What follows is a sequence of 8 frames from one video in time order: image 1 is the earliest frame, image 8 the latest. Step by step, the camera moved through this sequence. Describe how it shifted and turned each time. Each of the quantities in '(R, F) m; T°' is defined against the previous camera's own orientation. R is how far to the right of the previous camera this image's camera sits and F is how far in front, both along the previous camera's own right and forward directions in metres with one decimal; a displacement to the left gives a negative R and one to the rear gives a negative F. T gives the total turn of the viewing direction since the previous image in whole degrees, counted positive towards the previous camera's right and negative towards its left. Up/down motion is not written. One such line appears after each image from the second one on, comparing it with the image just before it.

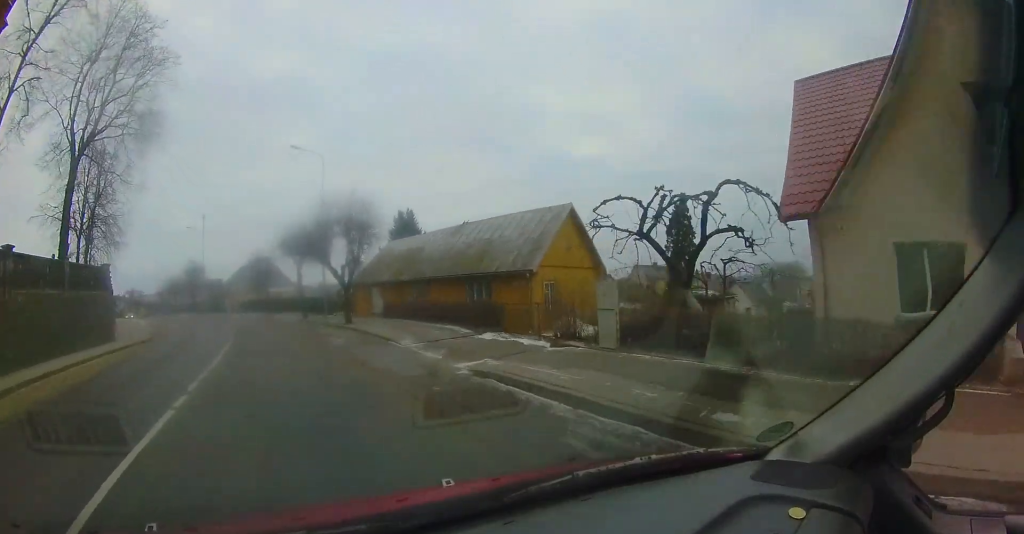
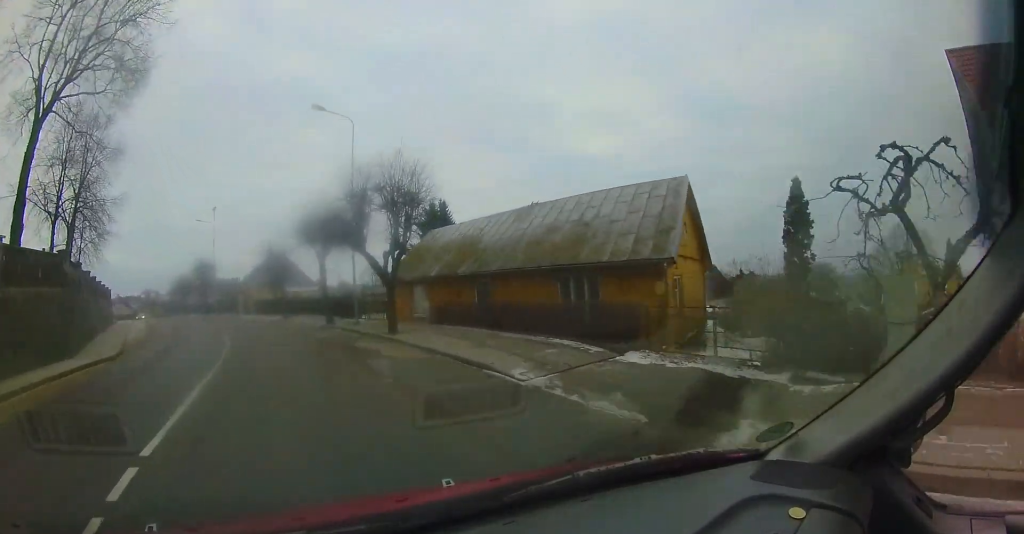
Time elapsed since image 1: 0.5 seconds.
(-0.2, +5.3) m; -3°
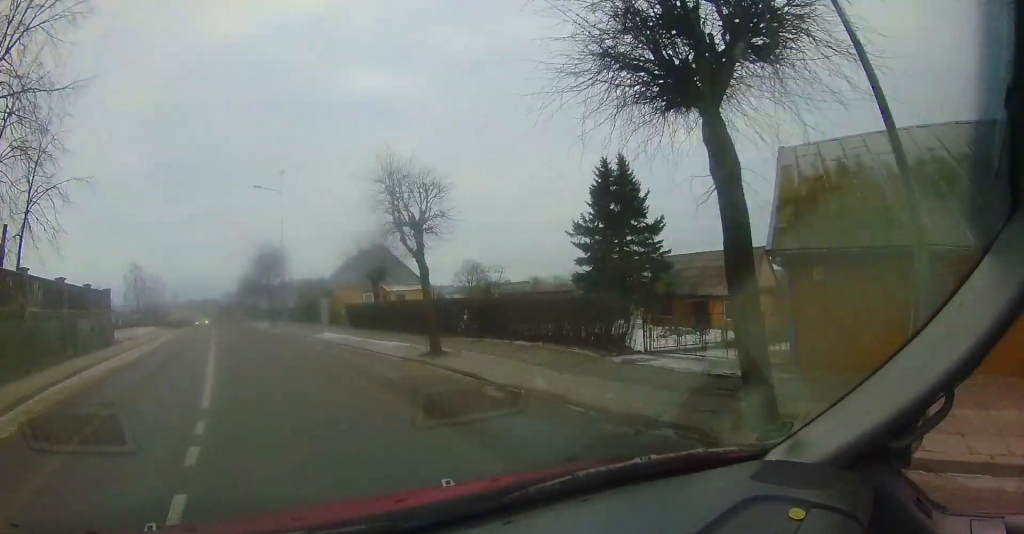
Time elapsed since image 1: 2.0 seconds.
(-1.3, +16.3) m; -13°
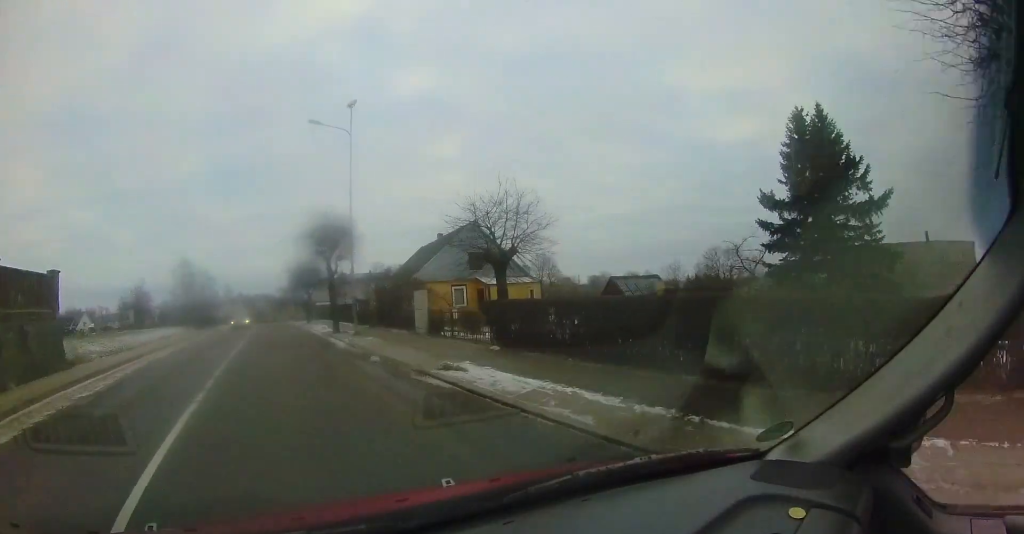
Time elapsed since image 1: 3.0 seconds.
(-1.1, +10.6) m; -7°
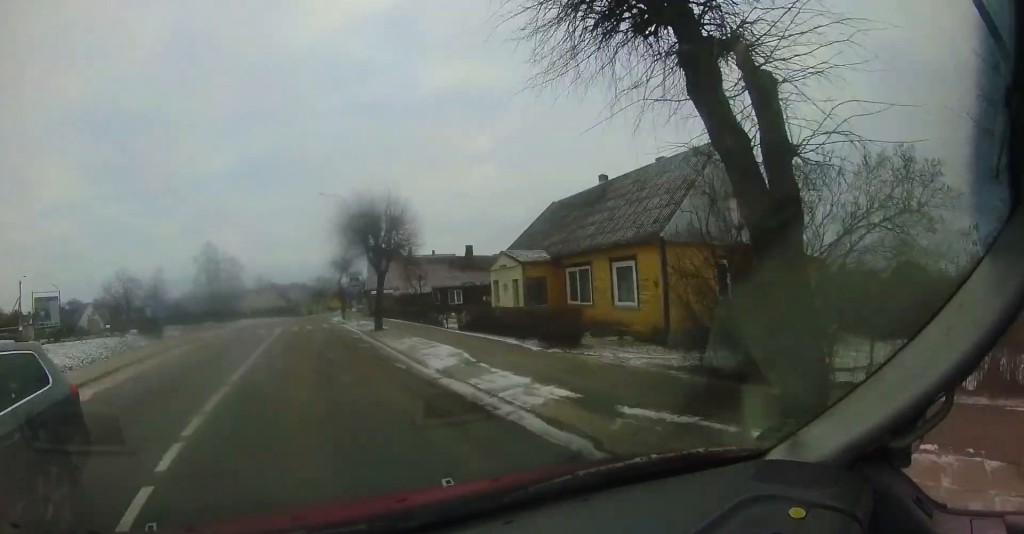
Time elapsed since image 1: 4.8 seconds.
(-0.7, +18.0) m; -2°
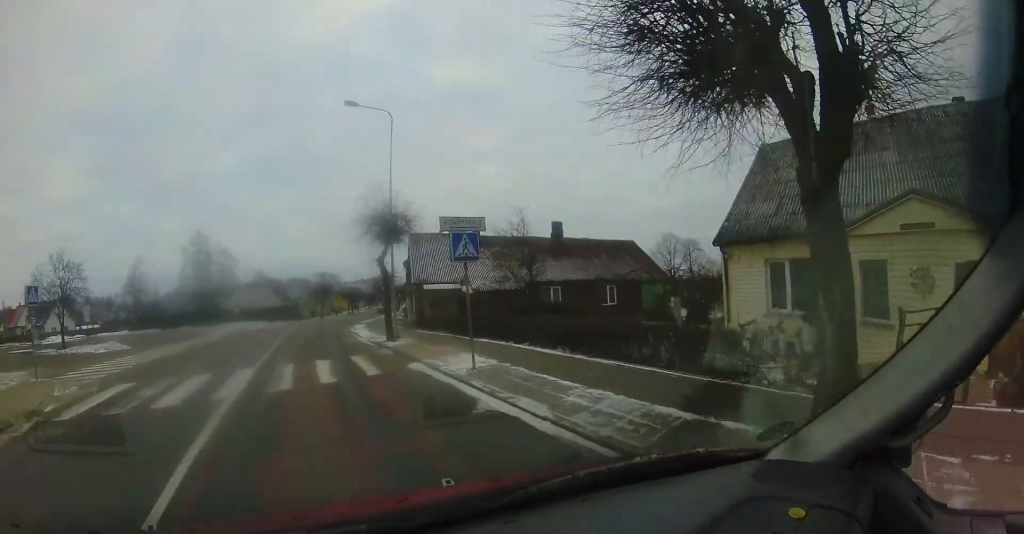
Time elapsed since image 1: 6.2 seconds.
(+0.4, +14.3) m; +2°
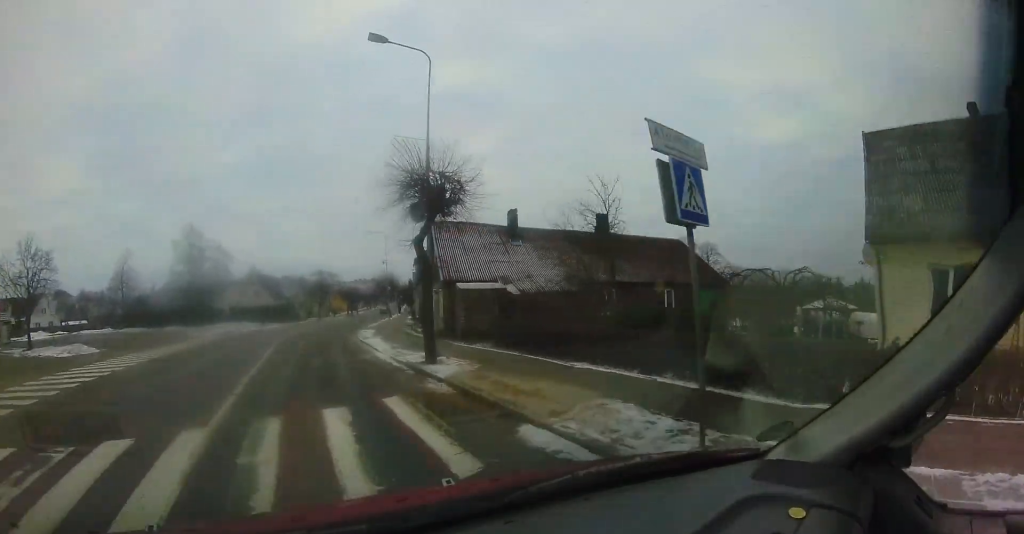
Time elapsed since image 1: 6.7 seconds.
(-0.1, +4.7) m; 0°
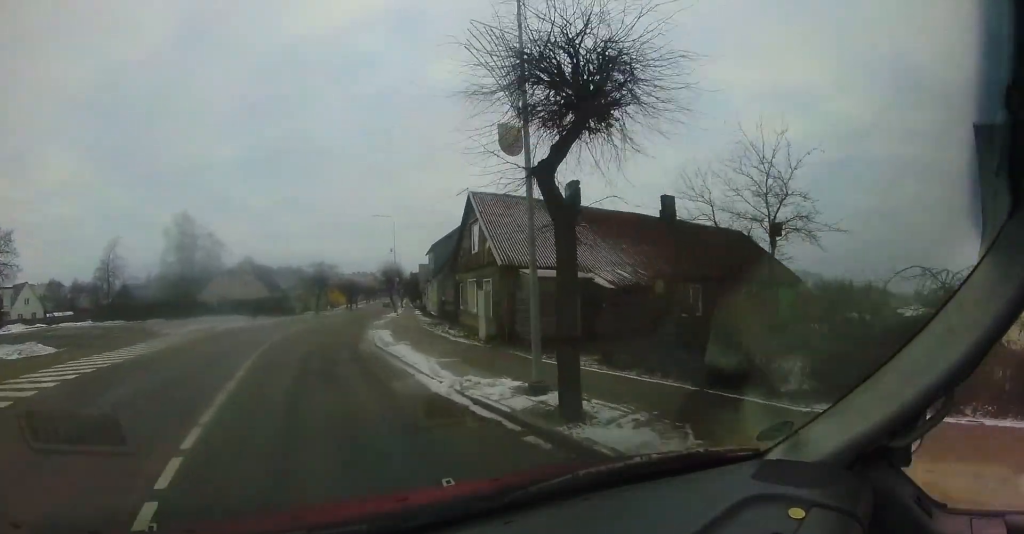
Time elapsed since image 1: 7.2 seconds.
(-0.1, +5.0) m; 0°
